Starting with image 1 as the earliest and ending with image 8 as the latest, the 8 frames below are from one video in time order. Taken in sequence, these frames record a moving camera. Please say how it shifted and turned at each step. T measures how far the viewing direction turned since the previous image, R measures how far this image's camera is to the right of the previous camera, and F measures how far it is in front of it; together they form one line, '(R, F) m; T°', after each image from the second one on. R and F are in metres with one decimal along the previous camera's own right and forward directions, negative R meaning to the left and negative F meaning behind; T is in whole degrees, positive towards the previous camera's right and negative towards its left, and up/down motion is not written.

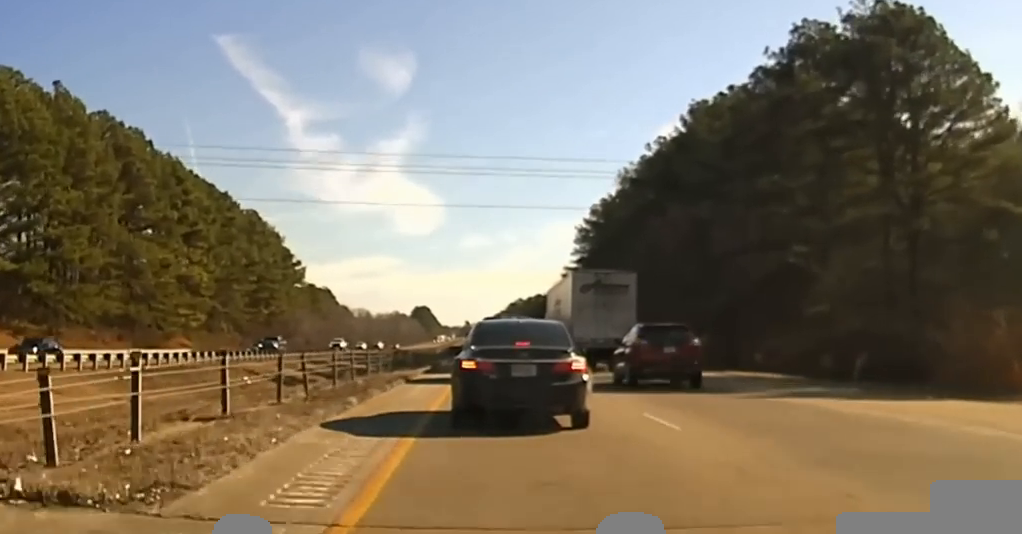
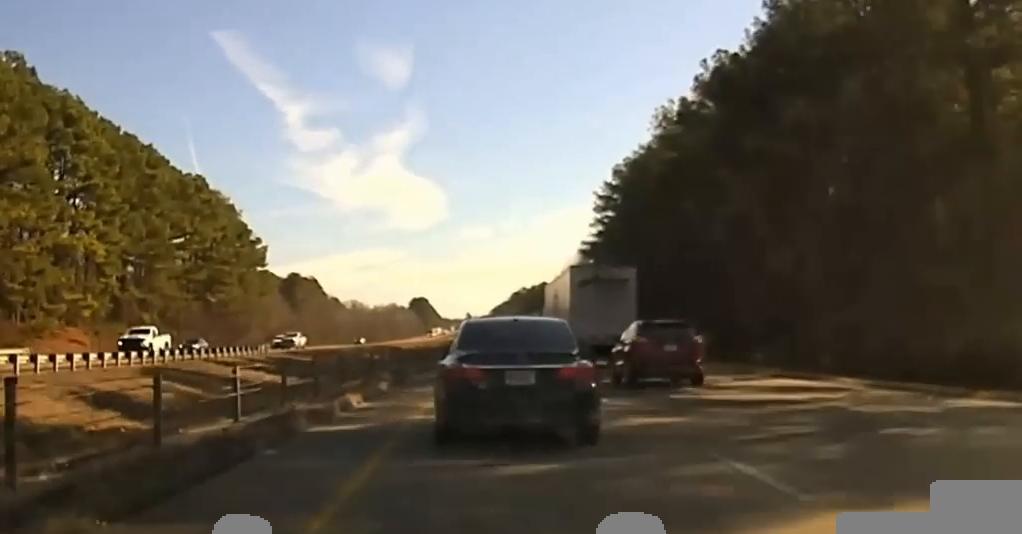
(-0.2, +42.7) m; 0°
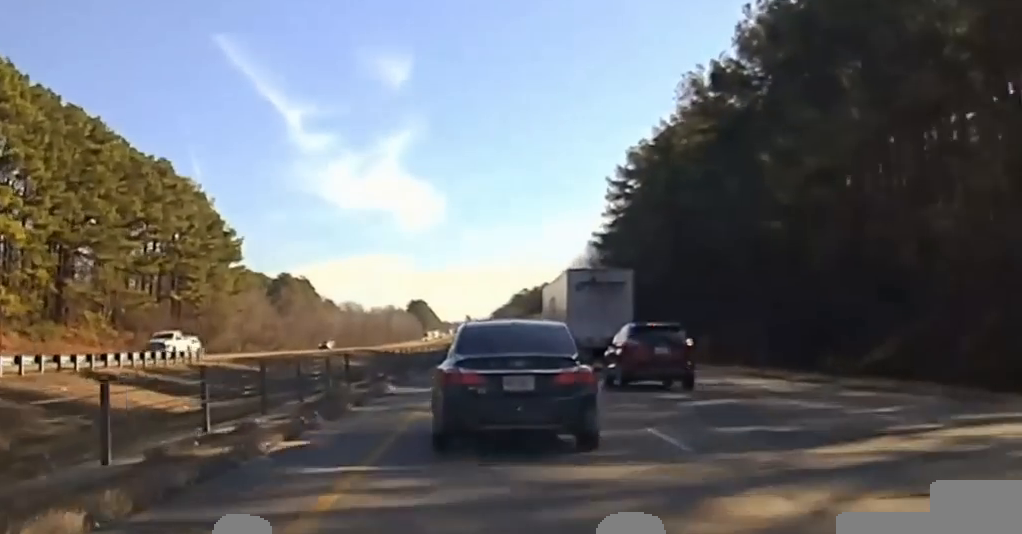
(0.0, +23.4) m; 0°
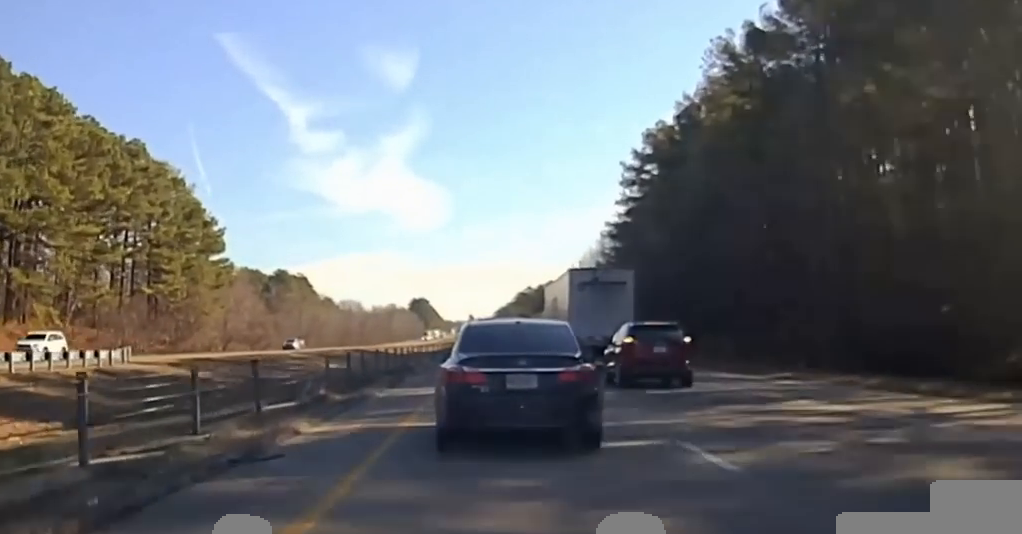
(-0.1, +17.3) m; 0°
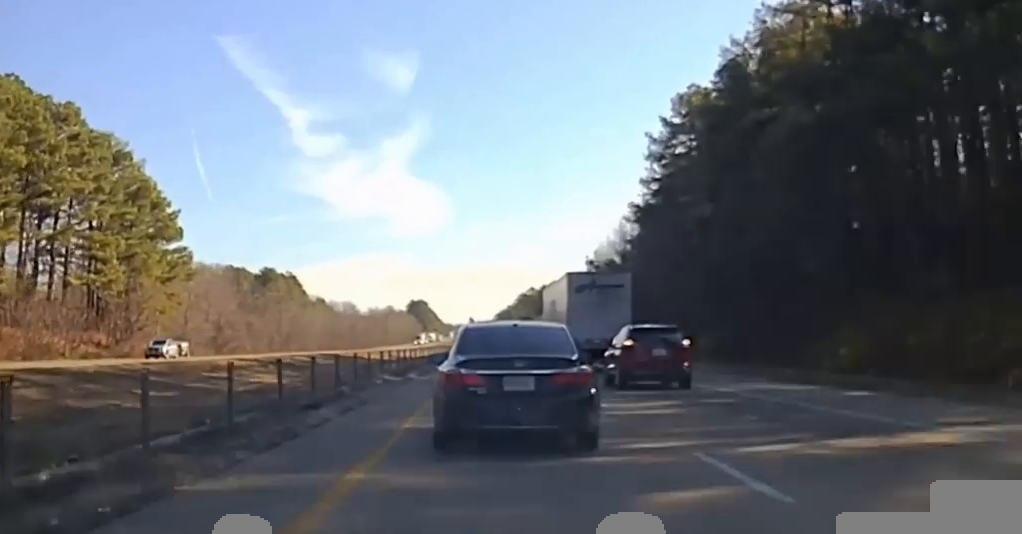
(+0.2, +26.1) m; 0°
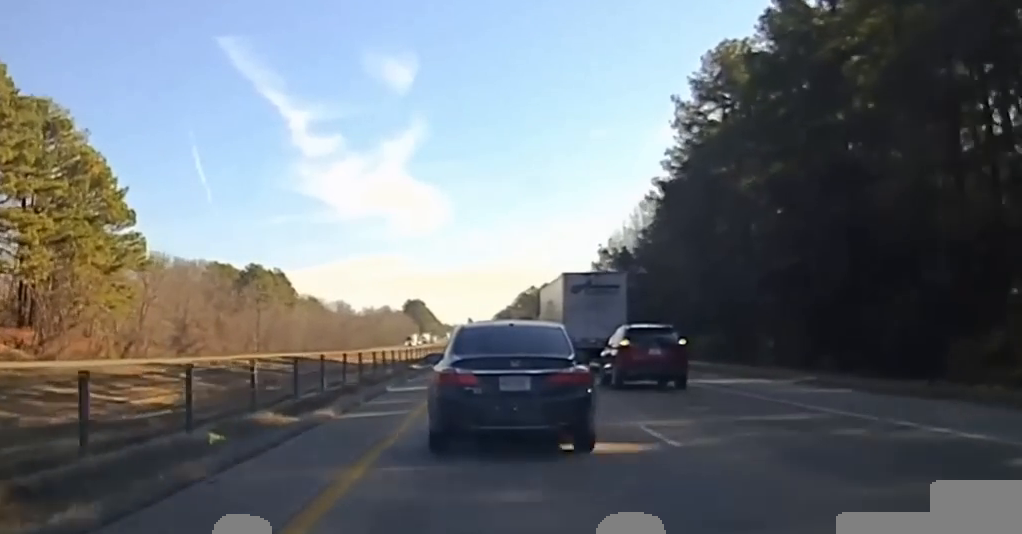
(+0.1, +24.5) m; 0°
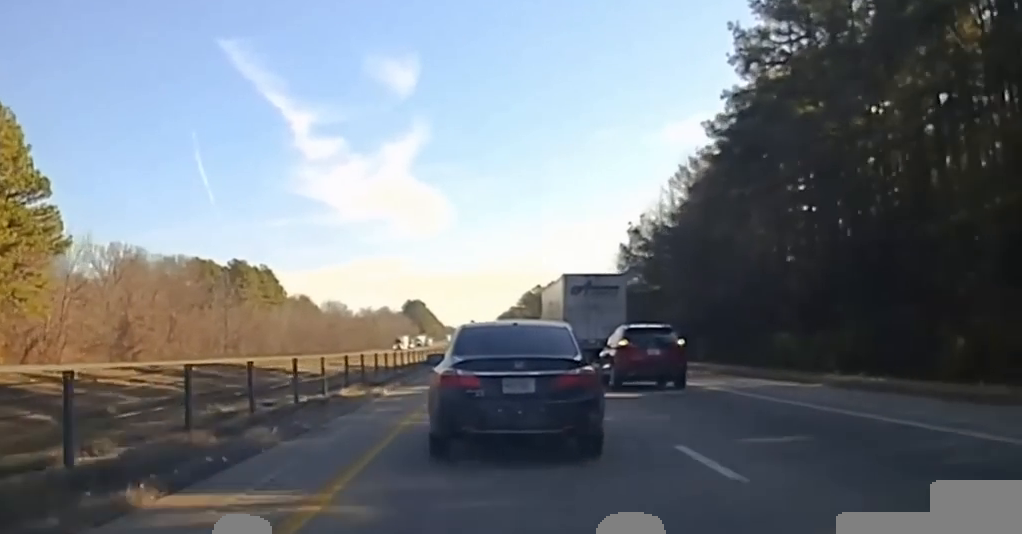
(-0.4, +26.7) m; -1°
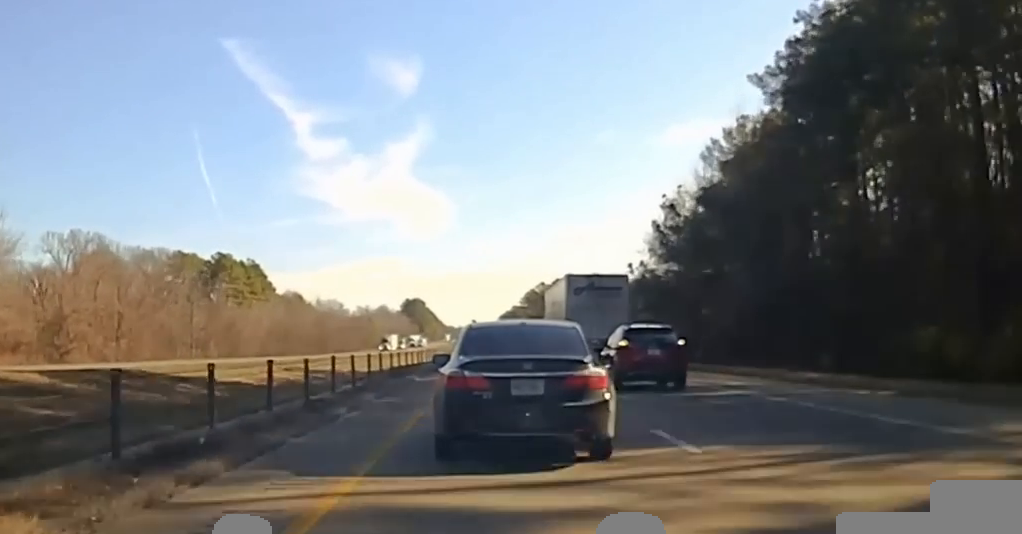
(+0.1, +20.0) m; 0°
